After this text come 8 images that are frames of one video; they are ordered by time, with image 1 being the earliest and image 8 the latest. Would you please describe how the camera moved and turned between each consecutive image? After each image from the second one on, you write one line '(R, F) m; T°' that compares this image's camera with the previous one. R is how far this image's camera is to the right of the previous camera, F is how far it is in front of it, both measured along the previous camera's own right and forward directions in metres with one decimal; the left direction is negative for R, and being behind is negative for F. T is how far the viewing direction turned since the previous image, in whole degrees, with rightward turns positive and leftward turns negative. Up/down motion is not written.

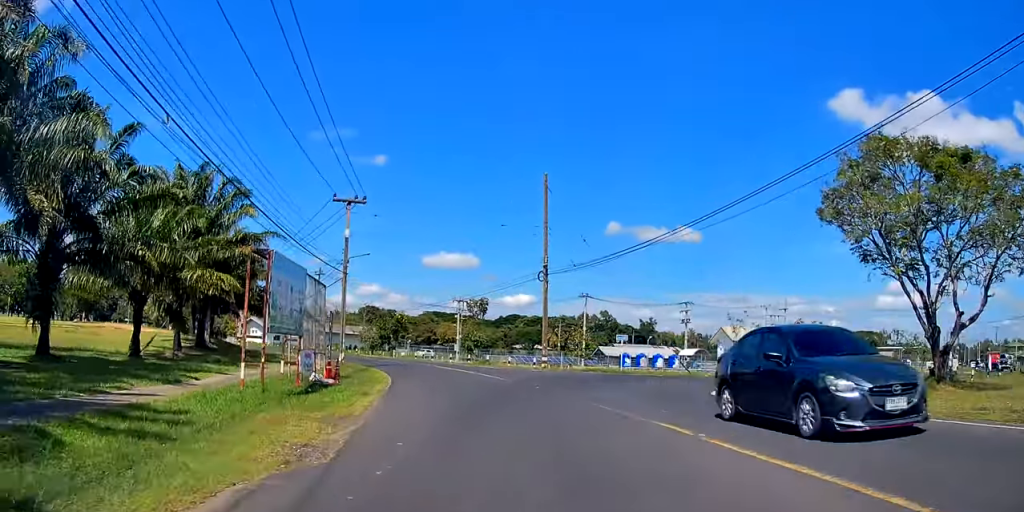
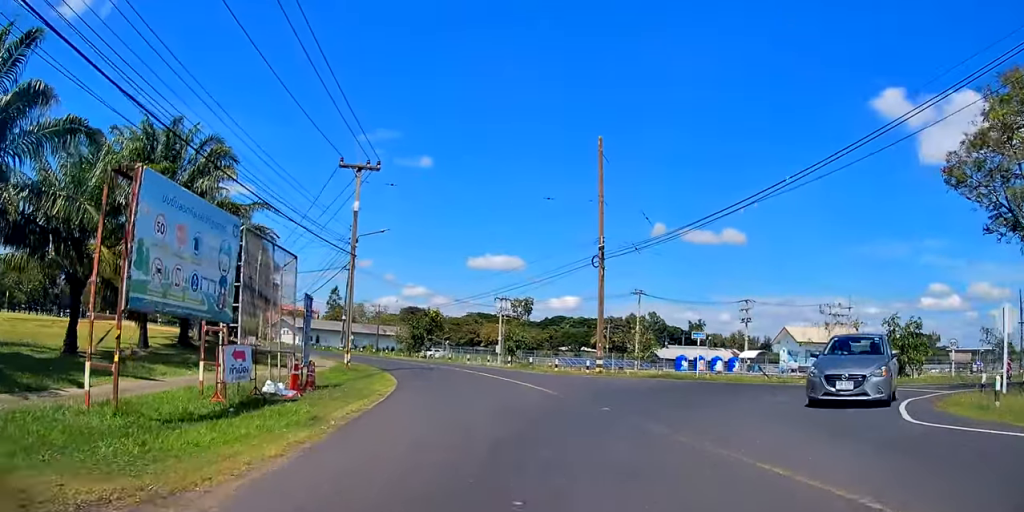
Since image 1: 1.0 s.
(+0.3, +6.6) m; +4°
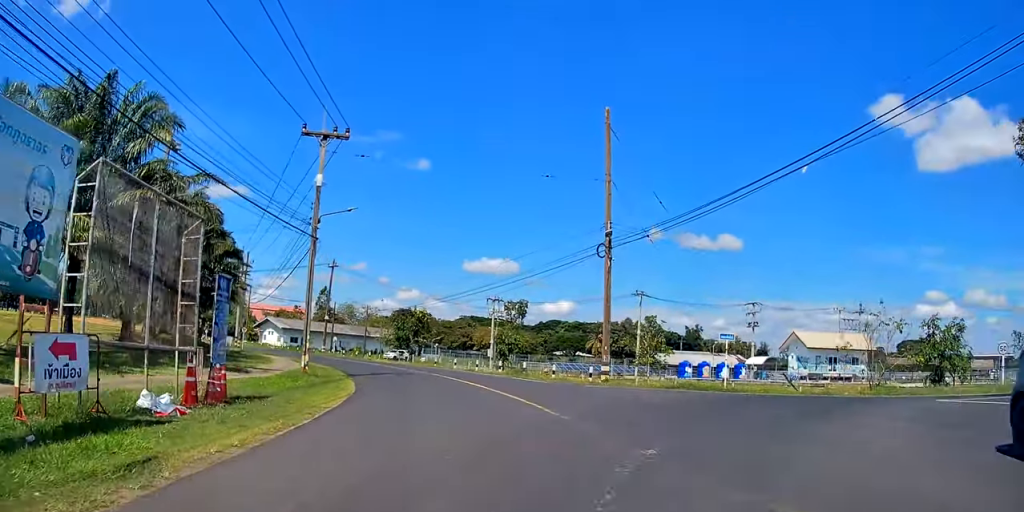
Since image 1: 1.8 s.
(+0.3, +4.7) m; -1°
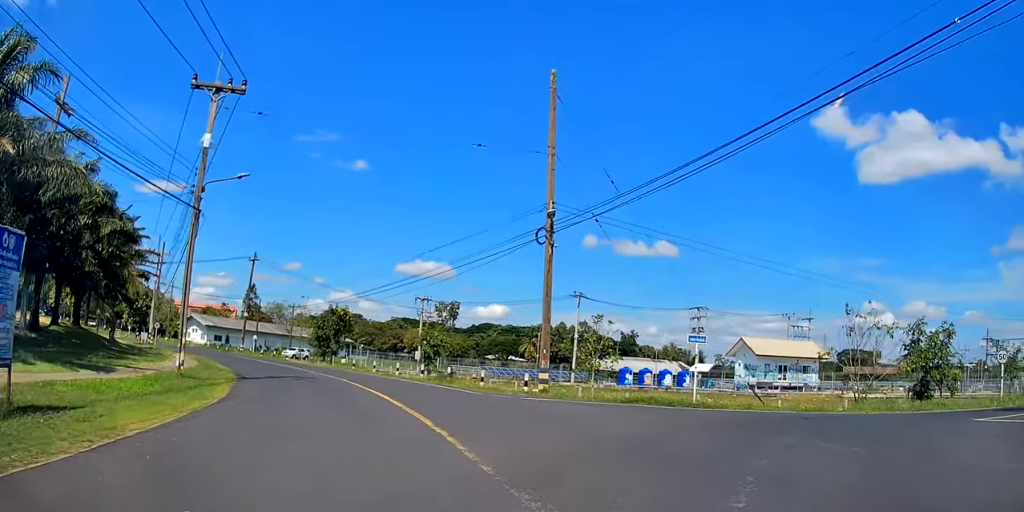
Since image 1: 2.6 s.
(-0.4, +4.5) m; +5°
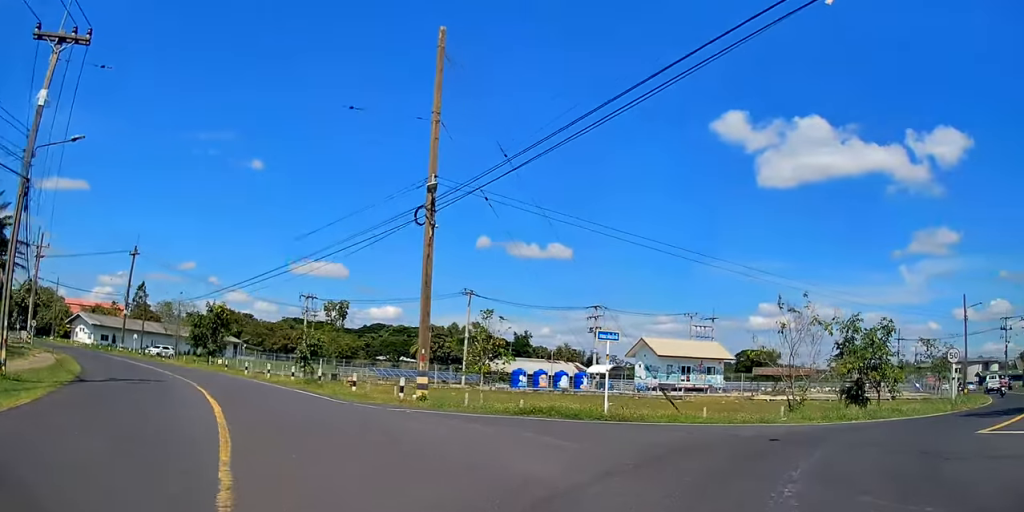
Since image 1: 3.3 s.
(+0.5, +4.0) m; +10°
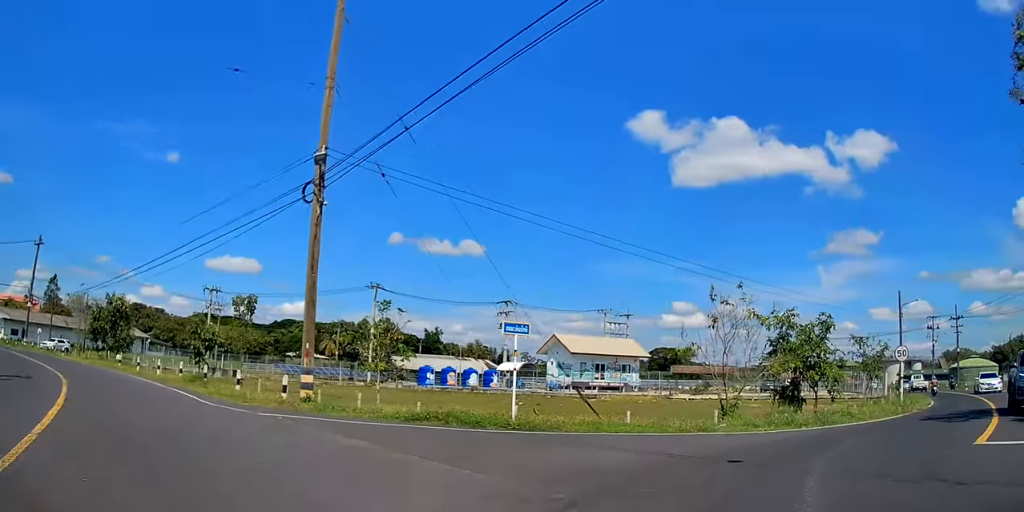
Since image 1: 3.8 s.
(+0.2, +2.7) m; +8°
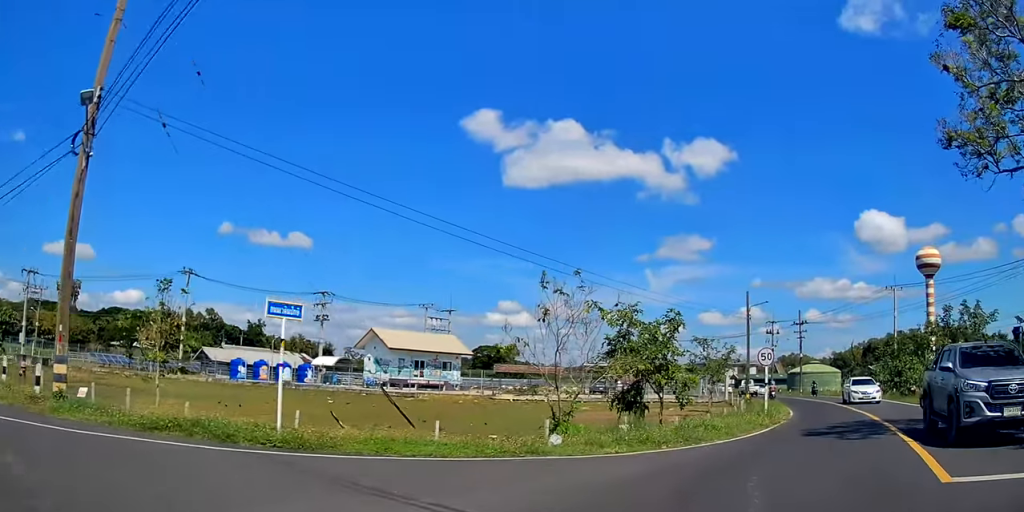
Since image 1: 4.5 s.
(+0.3, +3.8) m; +12°
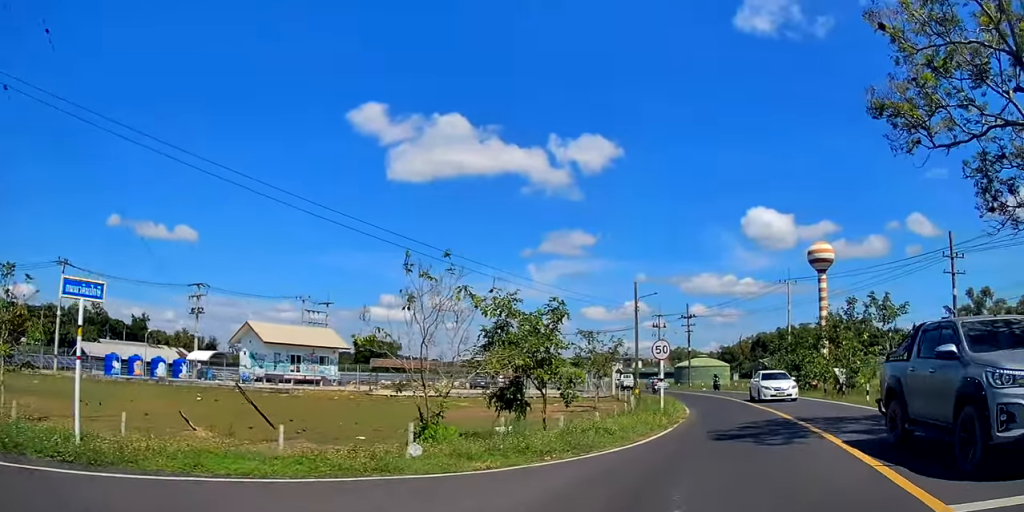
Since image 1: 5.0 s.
(+0.1, +2.3) m; +6°
